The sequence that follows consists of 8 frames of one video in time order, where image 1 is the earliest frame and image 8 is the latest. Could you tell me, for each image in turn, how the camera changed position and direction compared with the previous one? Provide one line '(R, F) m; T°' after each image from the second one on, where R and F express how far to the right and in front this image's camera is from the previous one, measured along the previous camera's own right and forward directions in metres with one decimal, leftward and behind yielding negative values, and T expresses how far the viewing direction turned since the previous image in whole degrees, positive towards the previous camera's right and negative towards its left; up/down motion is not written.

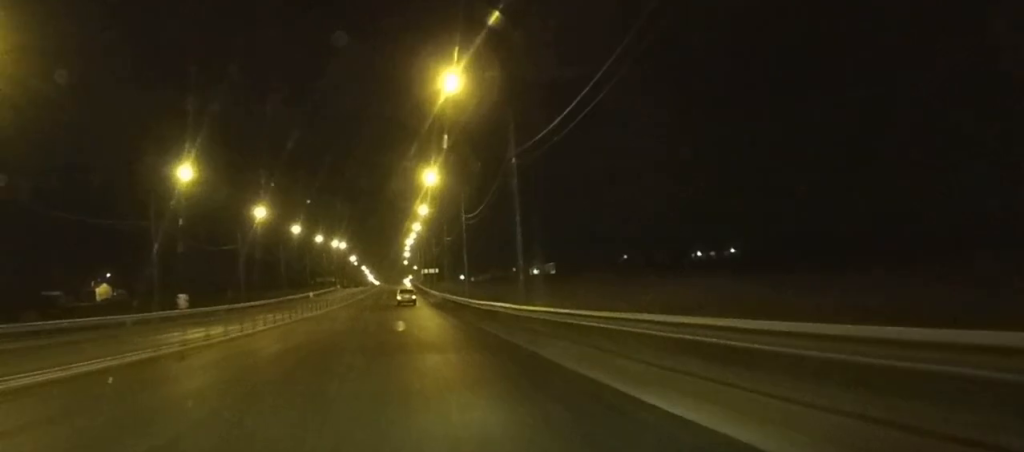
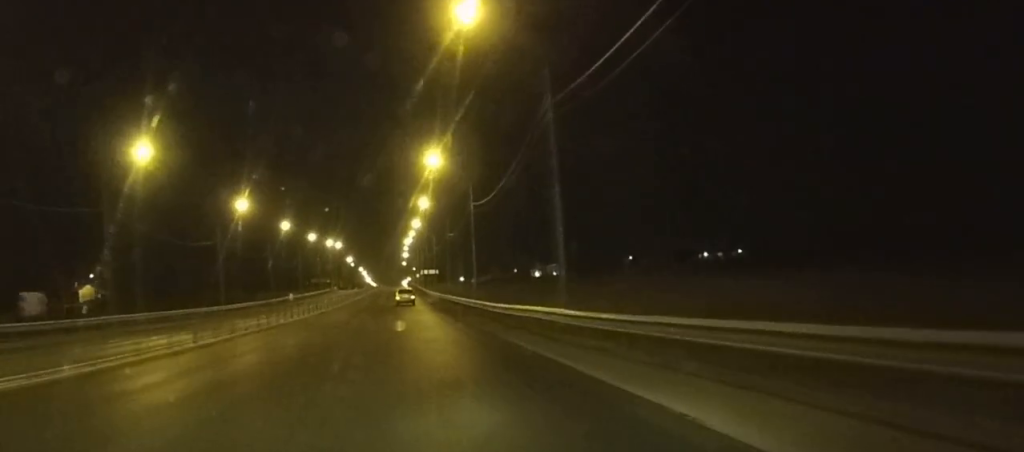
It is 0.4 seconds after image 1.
(0.0, +10.6) m; 0°
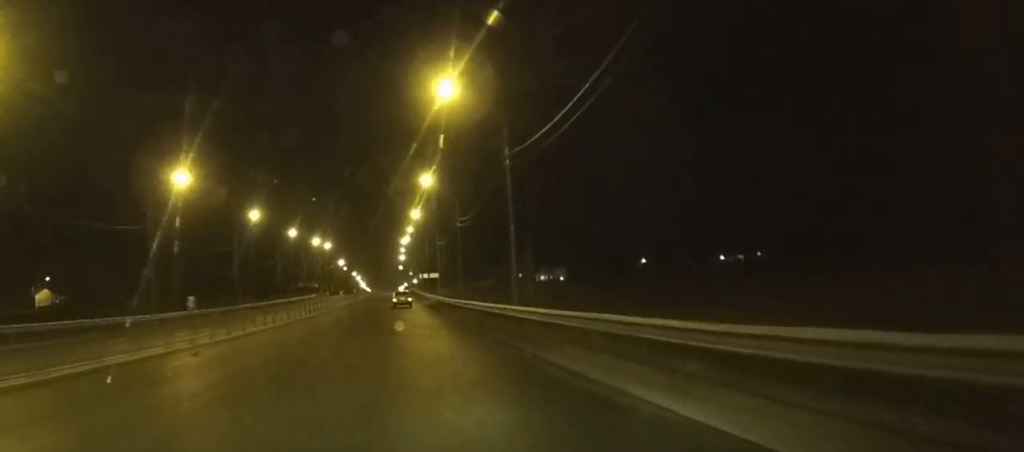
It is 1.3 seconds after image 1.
(+0.1, +23.6) m; 0°
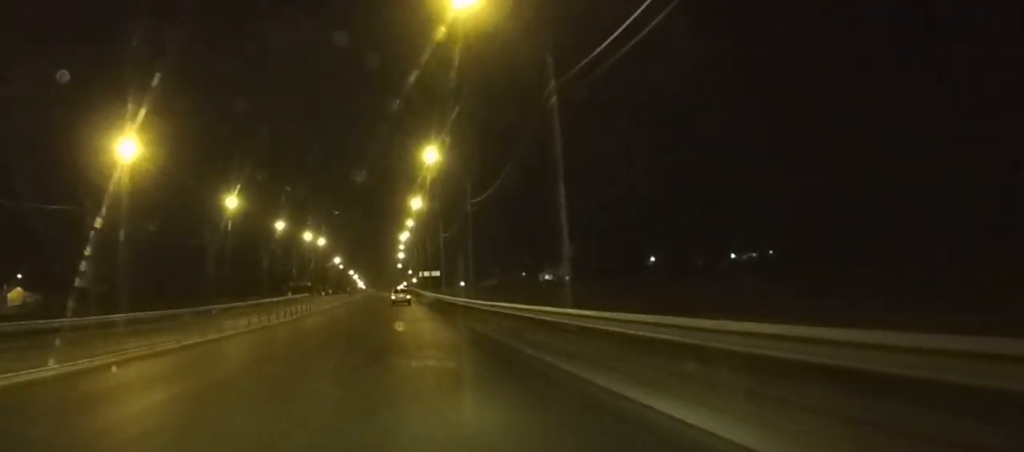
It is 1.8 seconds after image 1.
(0.0, +12.9) m; 0°
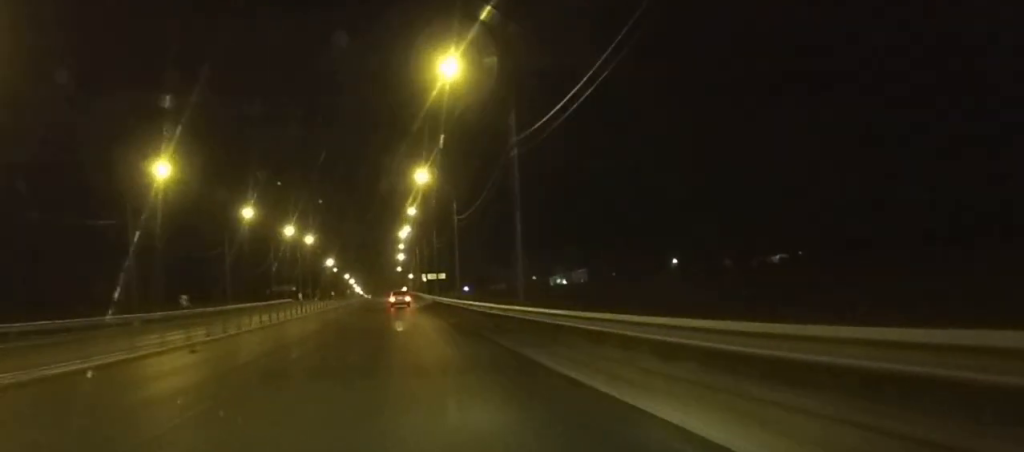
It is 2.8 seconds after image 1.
(0.0, +25.6) m; 0°
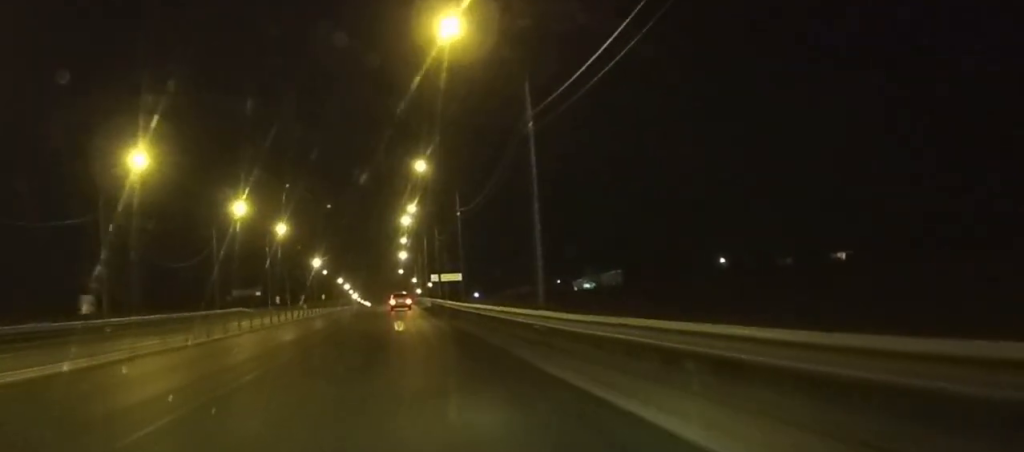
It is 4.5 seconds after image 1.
(0.0, +41.6) m; 0°
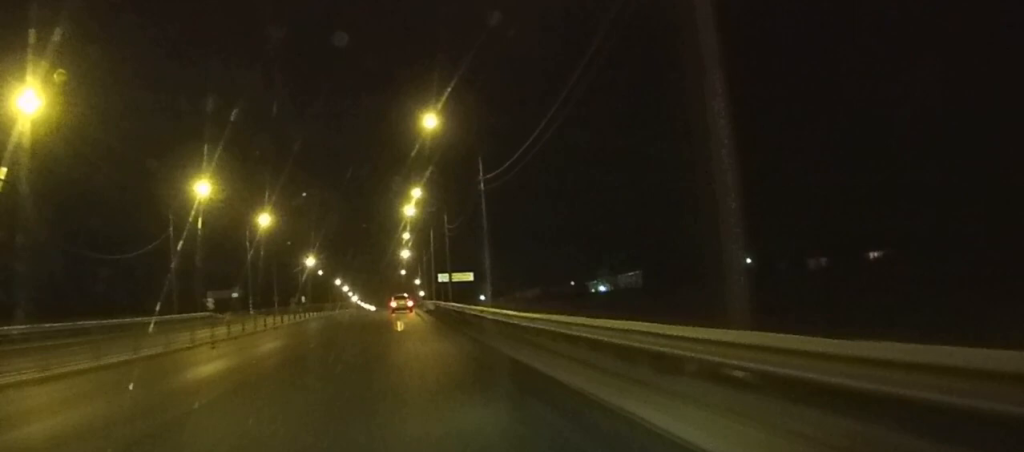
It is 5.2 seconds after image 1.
(0.0, +17.8) m; 0°
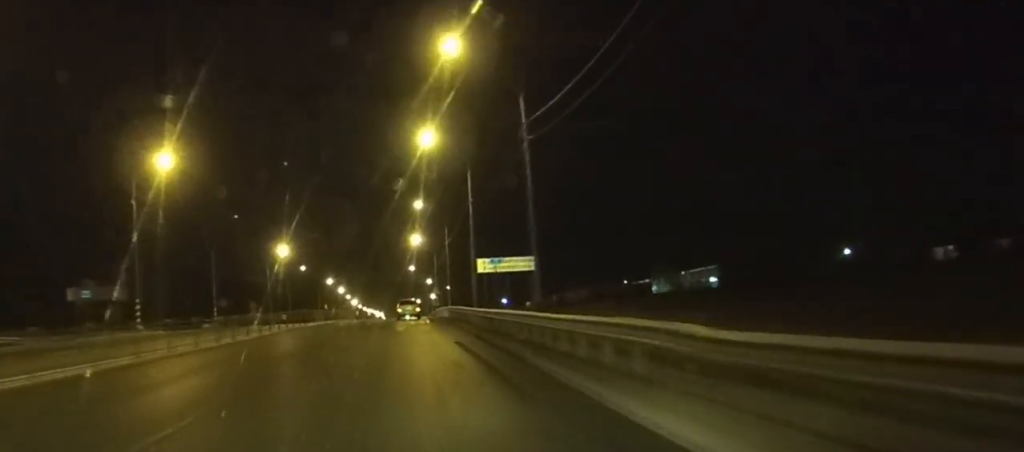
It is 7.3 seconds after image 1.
(-0.2, +49.2) m; -1°
